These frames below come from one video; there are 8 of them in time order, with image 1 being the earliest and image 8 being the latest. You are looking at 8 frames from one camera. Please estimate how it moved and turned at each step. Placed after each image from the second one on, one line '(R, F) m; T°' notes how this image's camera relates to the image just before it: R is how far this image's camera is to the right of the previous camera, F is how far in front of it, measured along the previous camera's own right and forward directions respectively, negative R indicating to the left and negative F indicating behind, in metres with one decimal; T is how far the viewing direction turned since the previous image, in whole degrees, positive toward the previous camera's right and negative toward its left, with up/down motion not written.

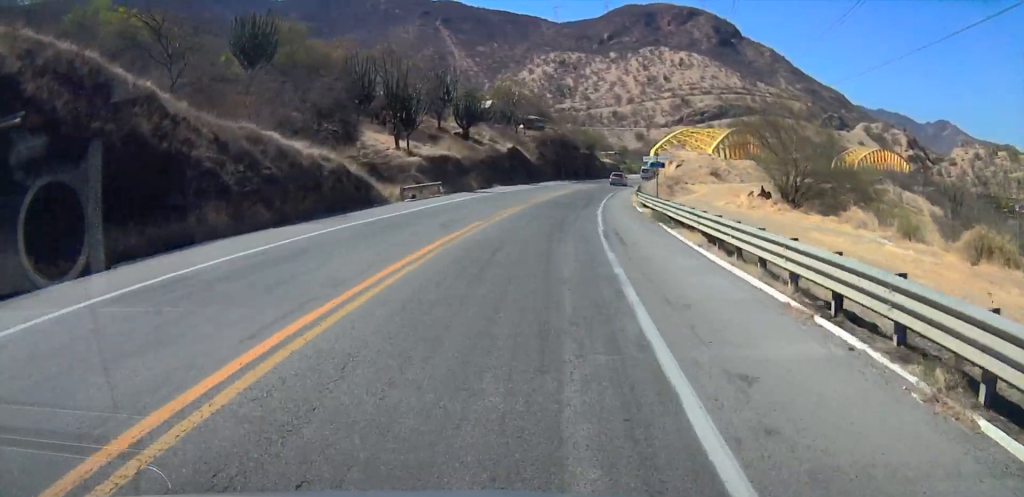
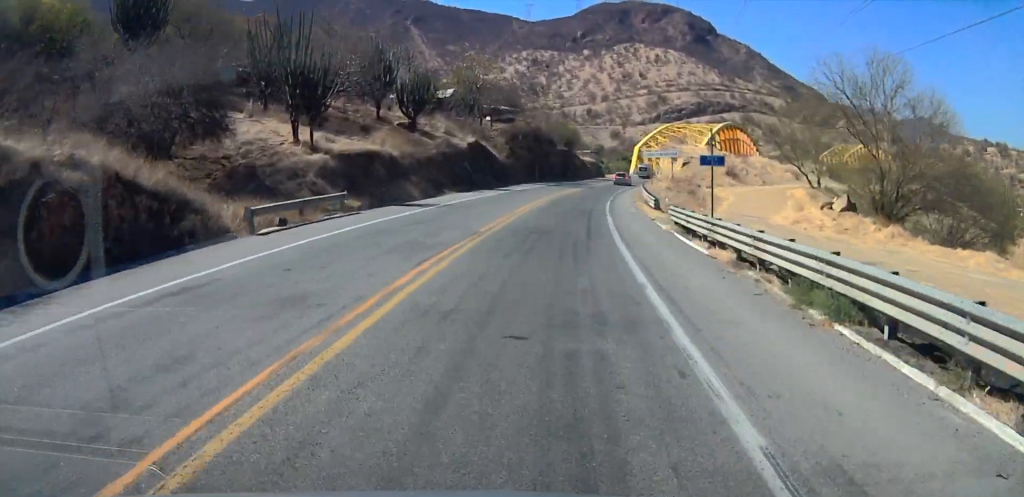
(+1.0, +17.4) m; +3°
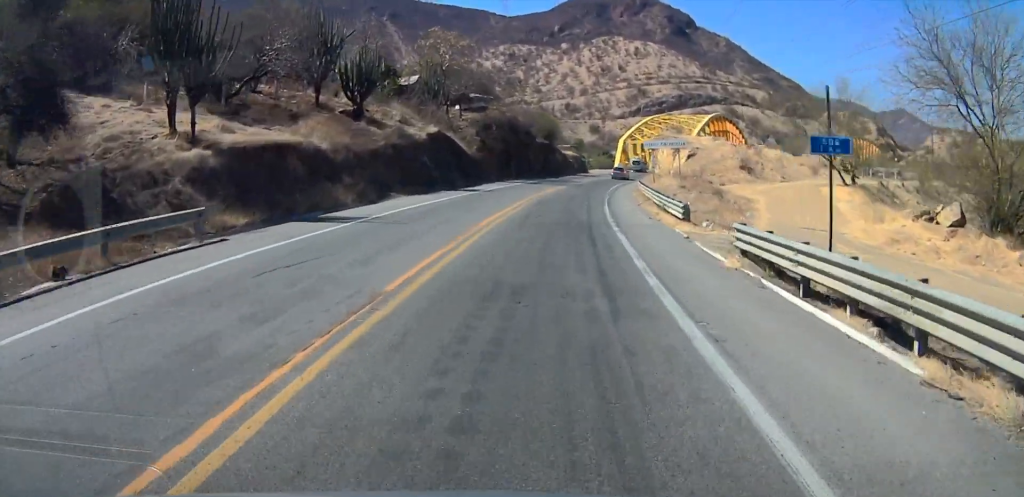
(0.0, +10.9) m; 0°
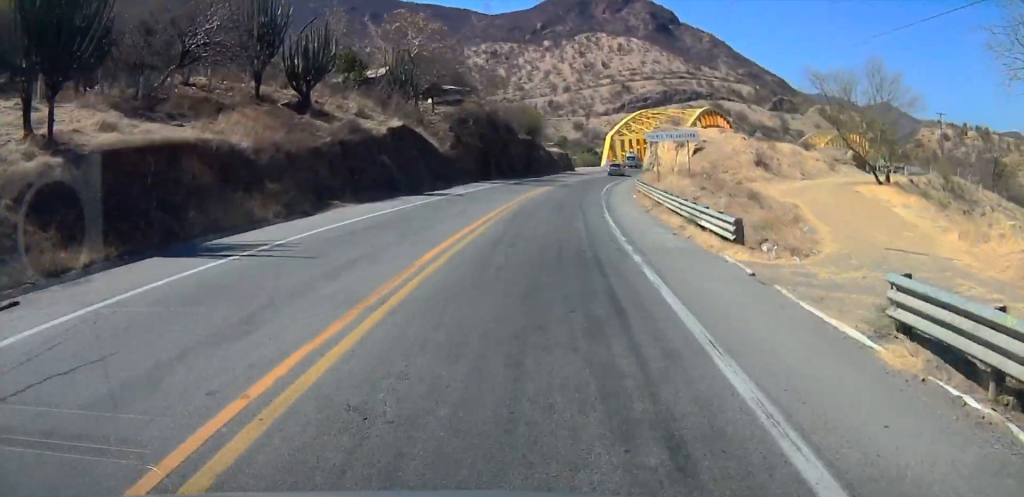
(0.0, +7.6) m; +1°
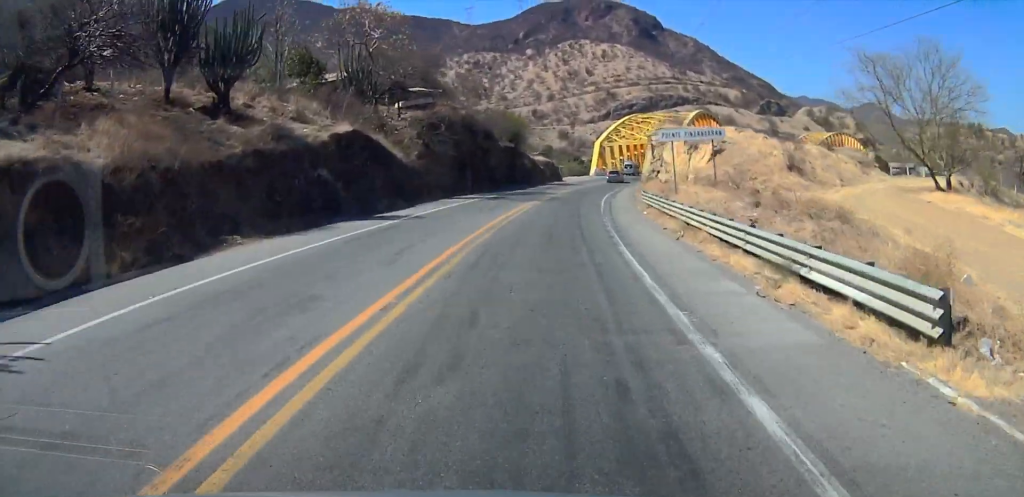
(-0.2, +8.7) m; +1°
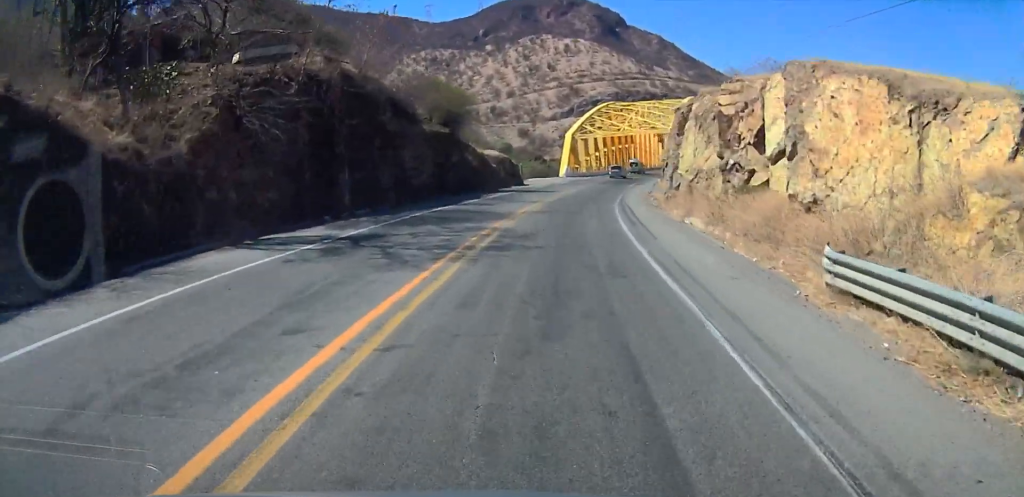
(+3.9, +26.9) m; +9°
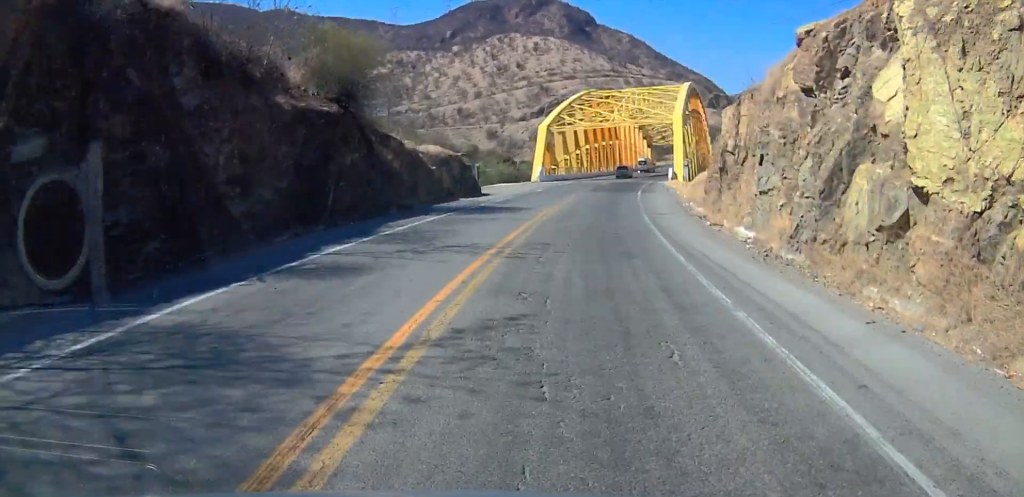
(-2.3, +20.9) m; -5°
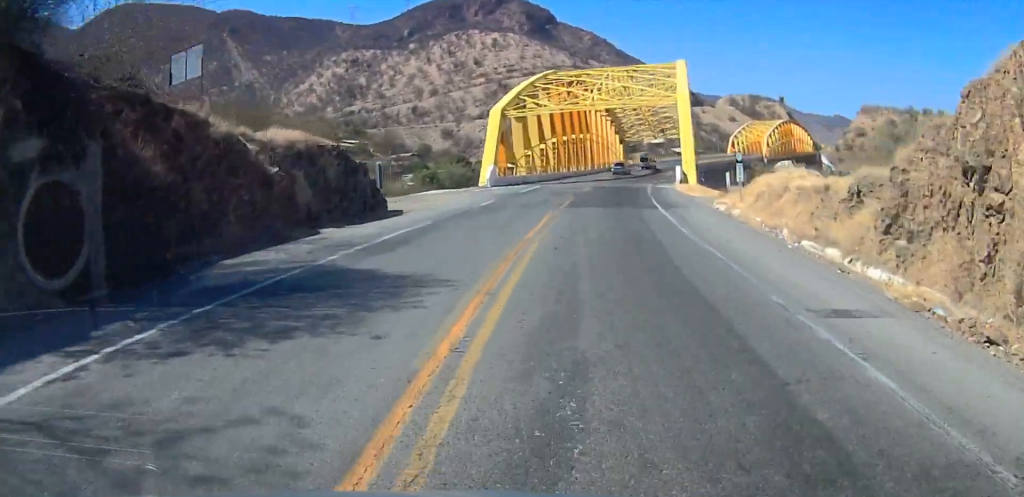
(+2.6, +20.1) m; +10°
